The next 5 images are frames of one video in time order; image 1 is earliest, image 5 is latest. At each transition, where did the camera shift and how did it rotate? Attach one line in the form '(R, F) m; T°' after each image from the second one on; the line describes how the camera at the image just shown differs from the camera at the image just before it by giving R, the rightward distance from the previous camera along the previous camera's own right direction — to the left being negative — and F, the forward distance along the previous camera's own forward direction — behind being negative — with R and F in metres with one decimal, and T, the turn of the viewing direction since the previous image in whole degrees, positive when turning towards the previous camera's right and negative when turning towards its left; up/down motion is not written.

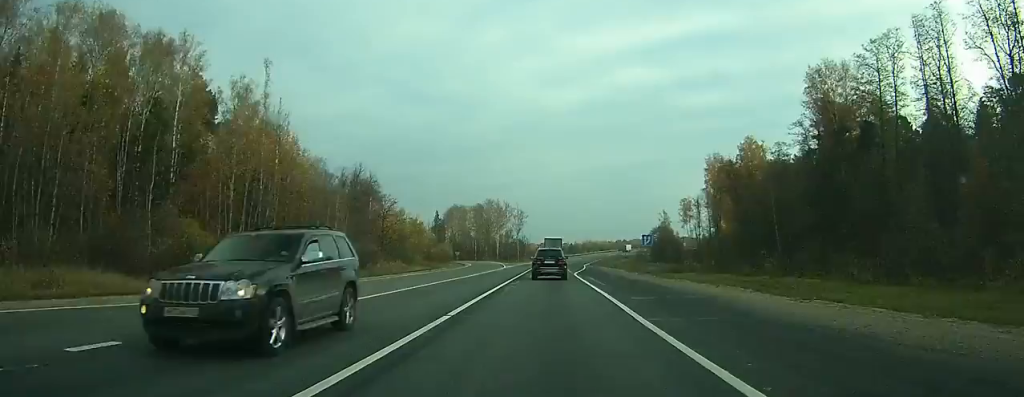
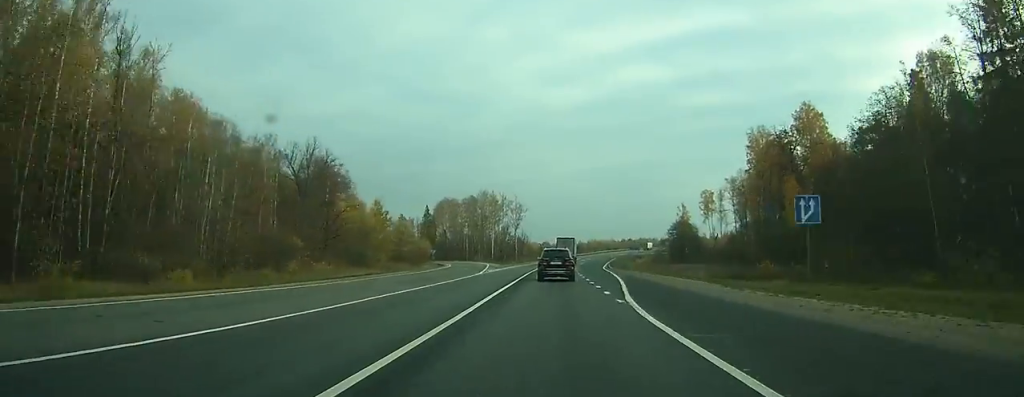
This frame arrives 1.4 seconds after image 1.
(-0.1, +33.8) m; 0°
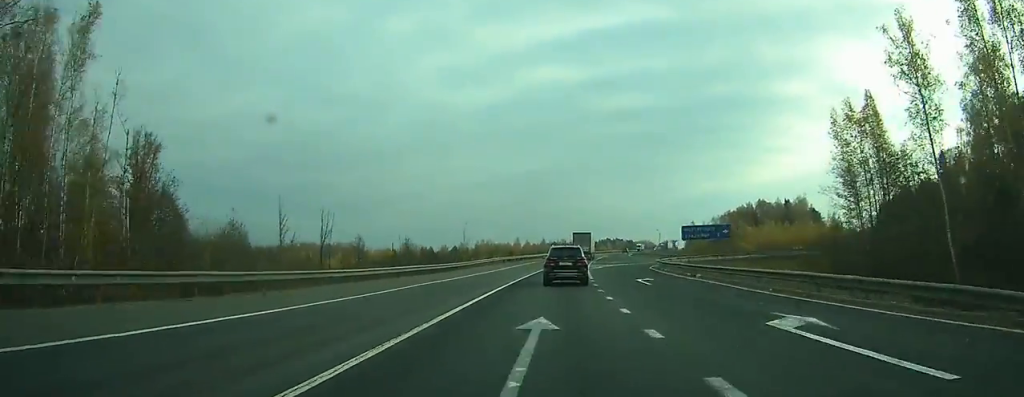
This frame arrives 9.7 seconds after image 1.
(+13.8, +179.8) m; +10°
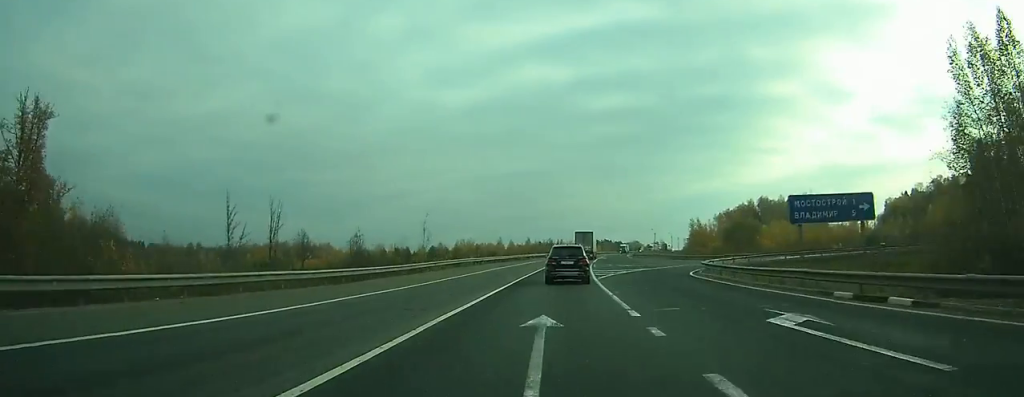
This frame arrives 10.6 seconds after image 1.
(0.0, +18.5) m; +1°
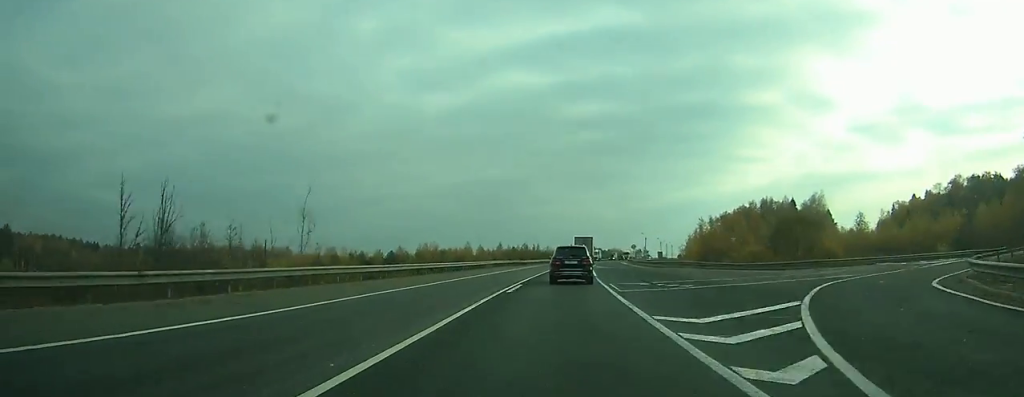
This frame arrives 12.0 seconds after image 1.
(+0.6, +28.3) m; +2°
